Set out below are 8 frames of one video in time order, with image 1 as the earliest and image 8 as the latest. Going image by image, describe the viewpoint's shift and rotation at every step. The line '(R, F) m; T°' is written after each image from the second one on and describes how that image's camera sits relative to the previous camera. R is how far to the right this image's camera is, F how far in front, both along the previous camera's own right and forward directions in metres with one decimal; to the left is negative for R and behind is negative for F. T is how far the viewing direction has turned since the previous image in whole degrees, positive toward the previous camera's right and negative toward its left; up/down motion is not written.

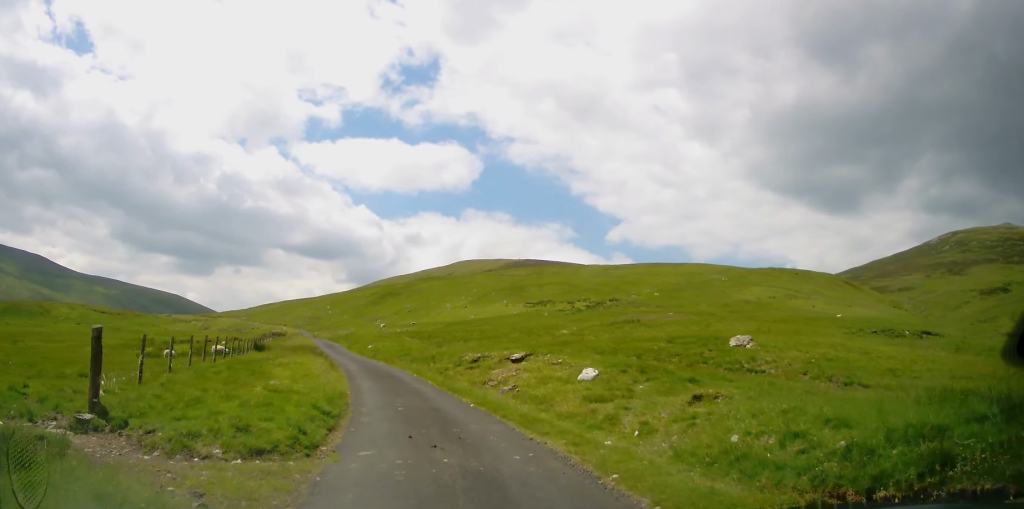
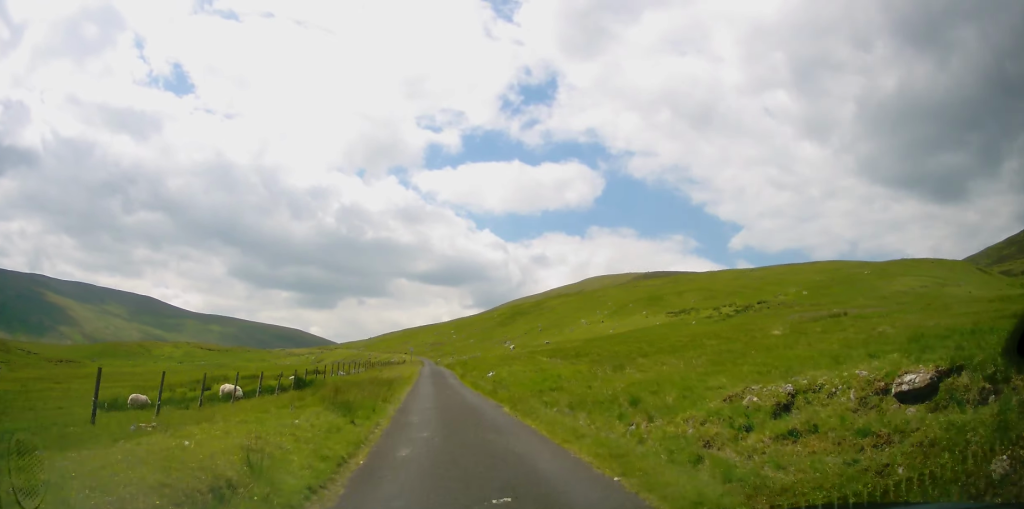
(-1.2, +15.3) m; -11°
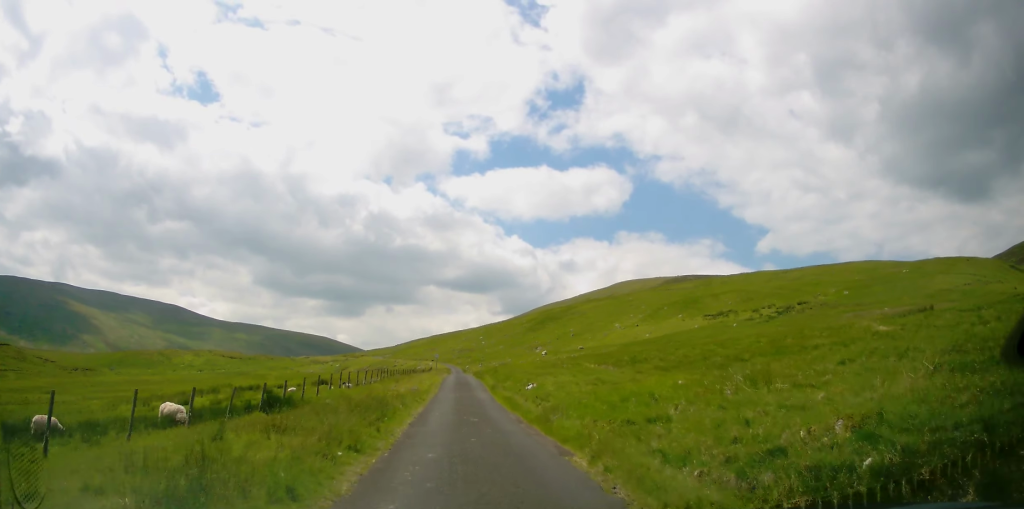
(-0.6, +6.7) m; -2°
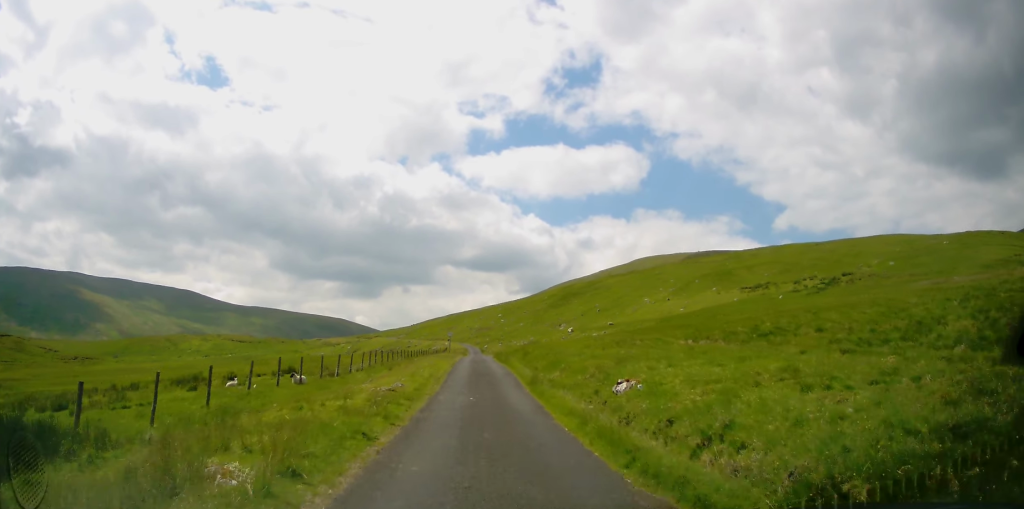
(-0.1, +11.8) m; 0°
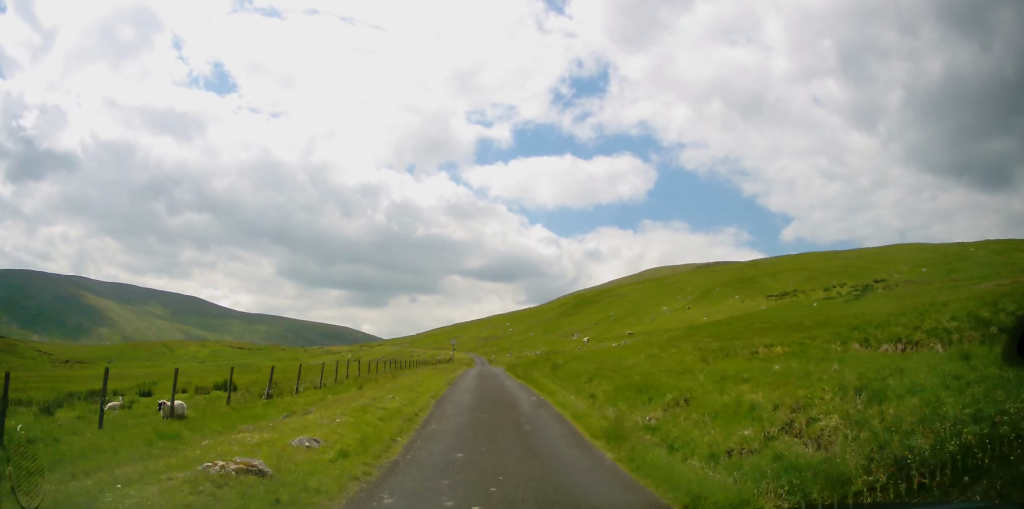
(+0.1, +9.1) m; -1°
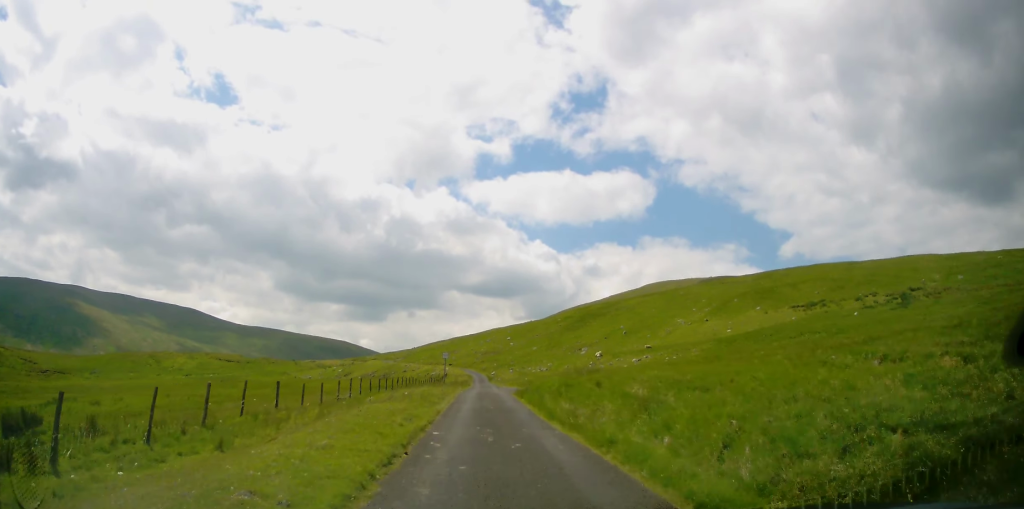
(-0.2, +11.8) m; -2°
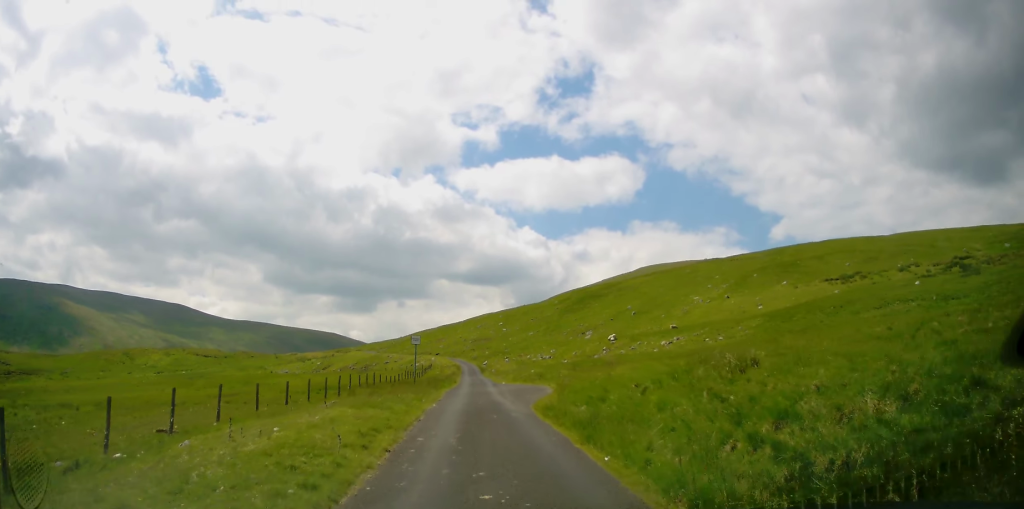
(-0.2, +17.4) m; +1°
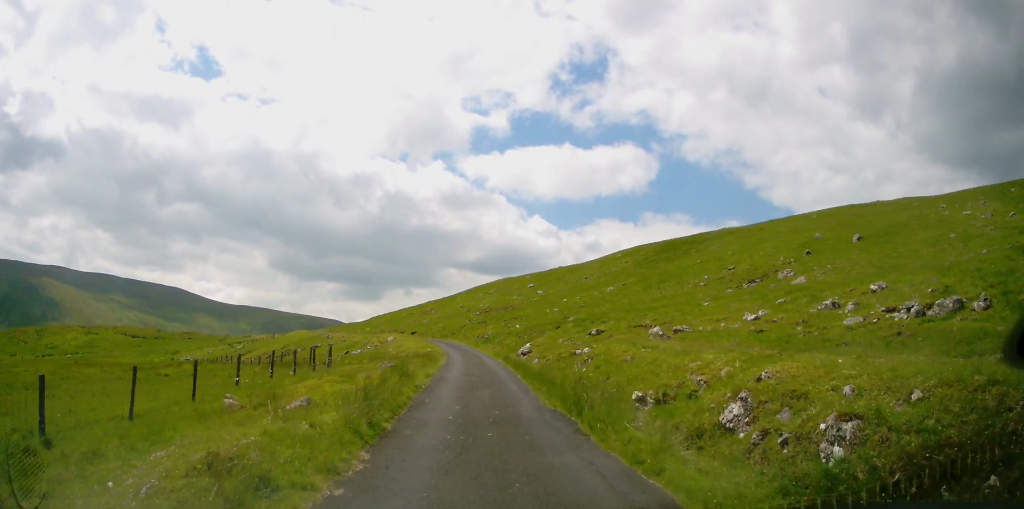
(+0.2, +18.1) m; +1°
